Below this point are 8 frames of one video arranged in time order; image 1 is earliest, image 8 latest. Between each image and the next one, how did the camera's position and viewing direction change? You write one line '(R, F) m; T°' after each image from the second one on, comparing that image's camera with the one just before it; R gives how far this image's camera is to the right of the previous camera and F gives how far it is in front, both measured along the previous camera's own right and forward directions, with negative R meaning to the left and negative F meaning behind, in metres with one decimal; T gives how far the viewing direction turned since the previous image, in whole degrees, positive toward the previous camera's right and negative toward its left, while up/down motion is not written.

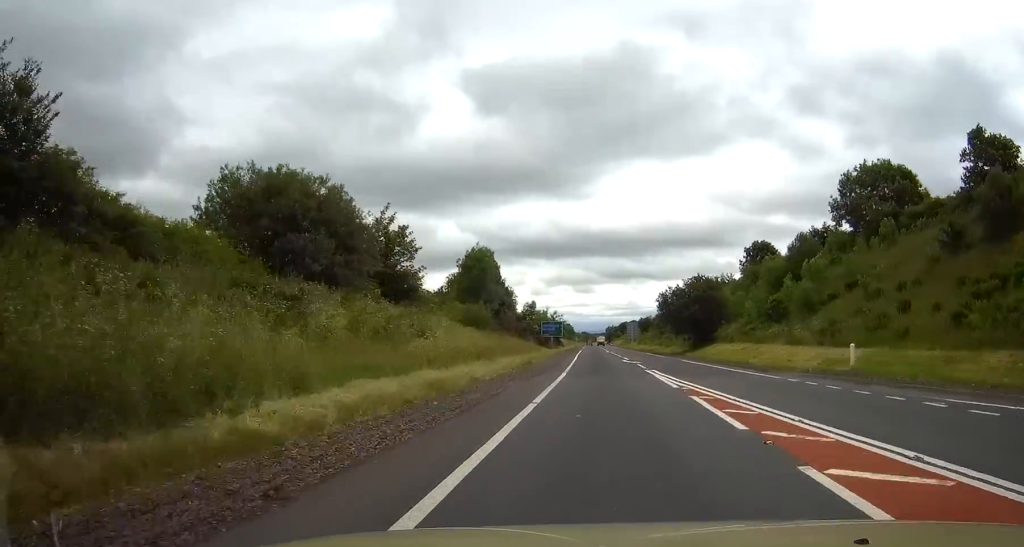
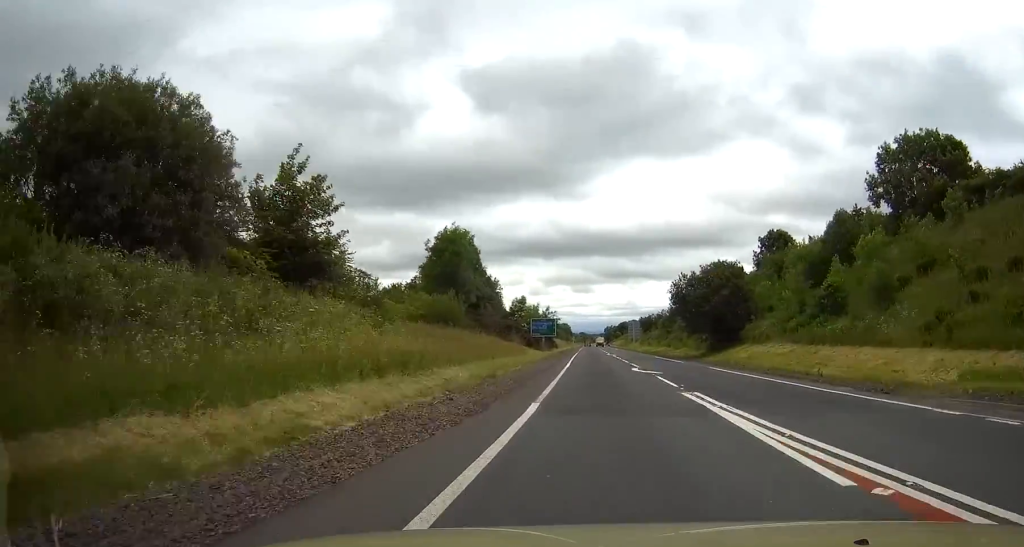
(0.0, +13.7) m; 0°
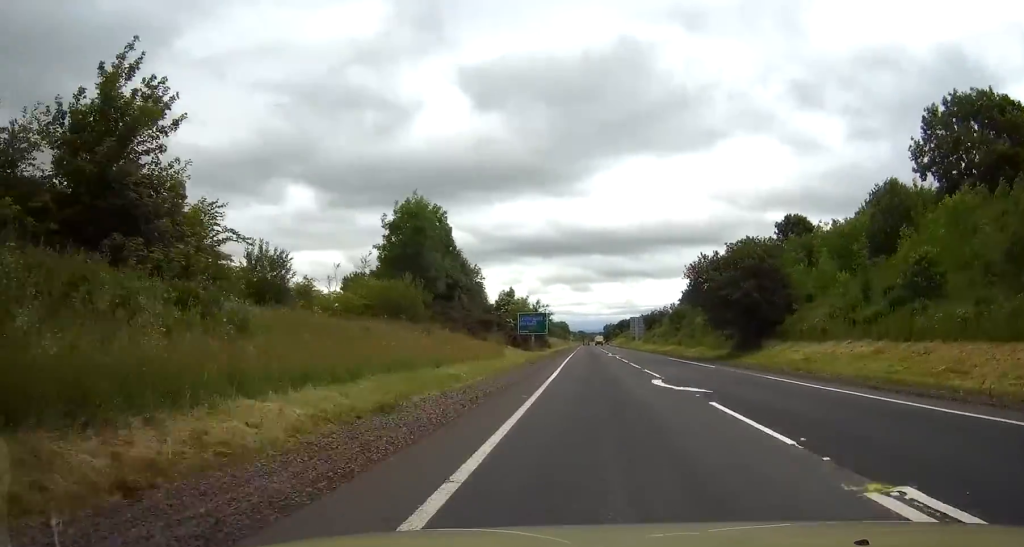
(0.0, +12.8) m; 0°
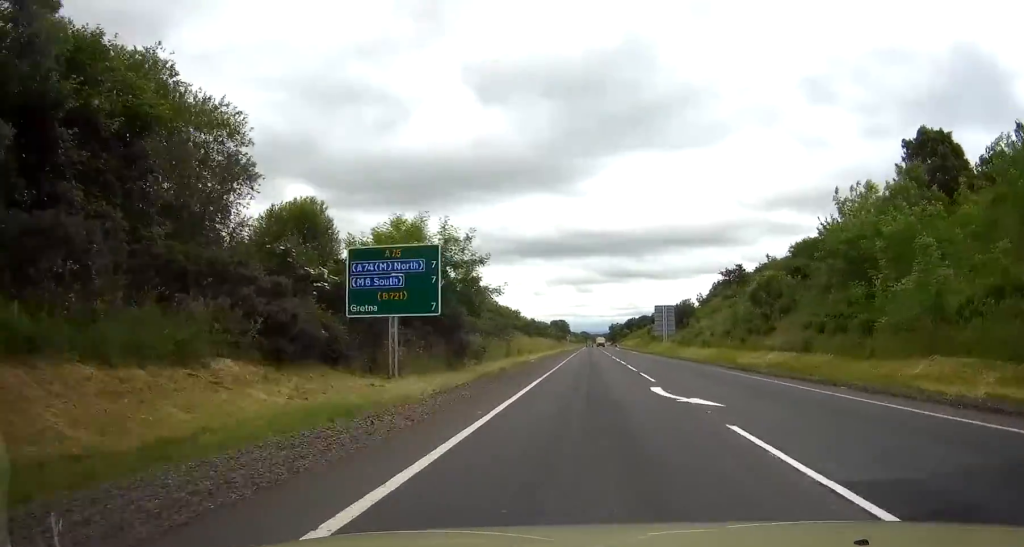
(0.0, +49.2) m; 0°
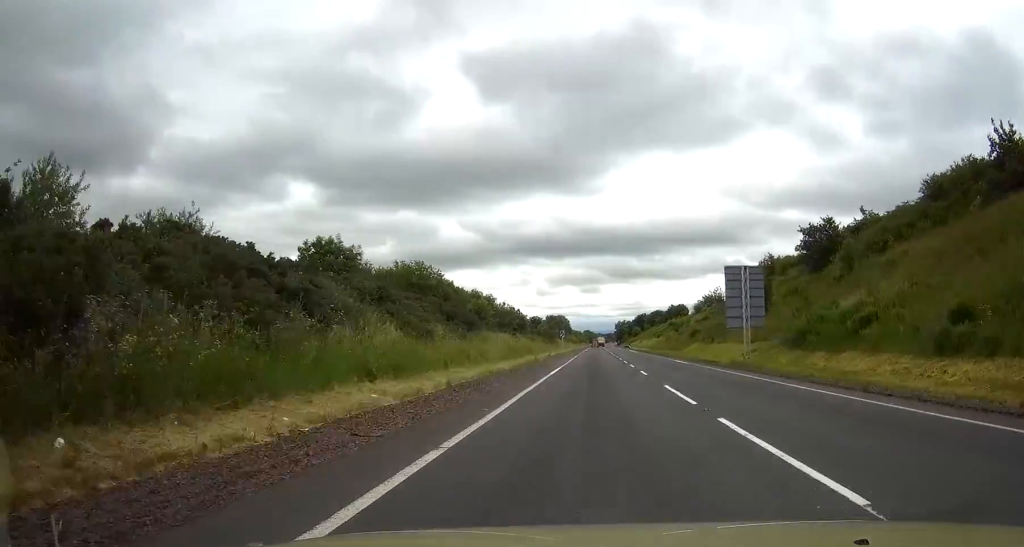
(0.0, +46.0) m; 0°
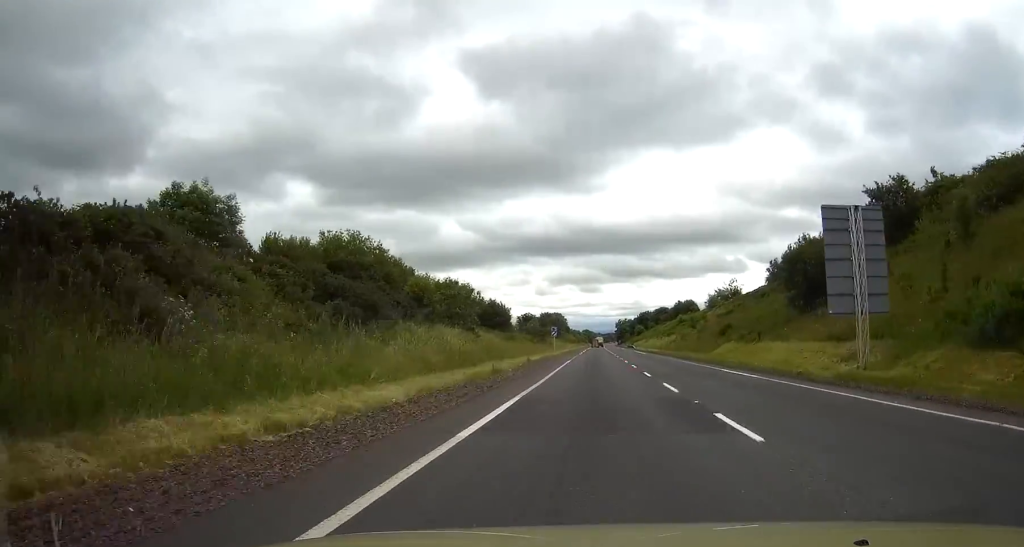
(0.0, +19.9) m; 0°
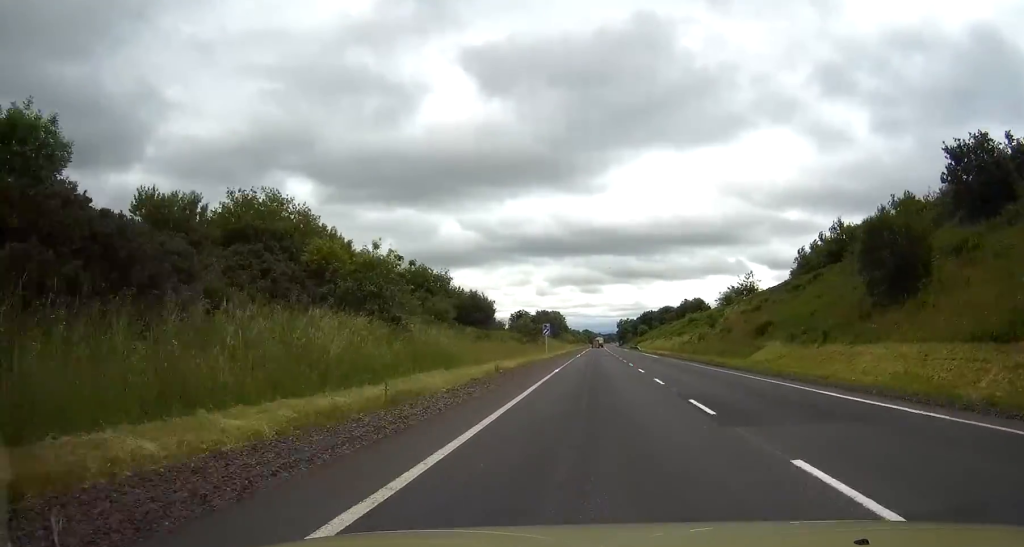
(0.0, +14.5) m; 0°
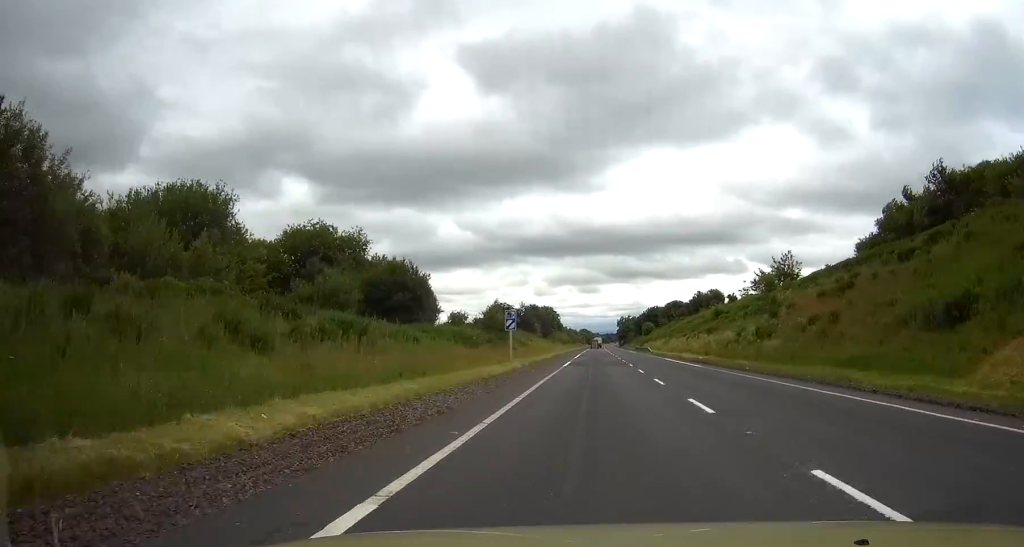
(+0.1, +27.8) m; 0°
